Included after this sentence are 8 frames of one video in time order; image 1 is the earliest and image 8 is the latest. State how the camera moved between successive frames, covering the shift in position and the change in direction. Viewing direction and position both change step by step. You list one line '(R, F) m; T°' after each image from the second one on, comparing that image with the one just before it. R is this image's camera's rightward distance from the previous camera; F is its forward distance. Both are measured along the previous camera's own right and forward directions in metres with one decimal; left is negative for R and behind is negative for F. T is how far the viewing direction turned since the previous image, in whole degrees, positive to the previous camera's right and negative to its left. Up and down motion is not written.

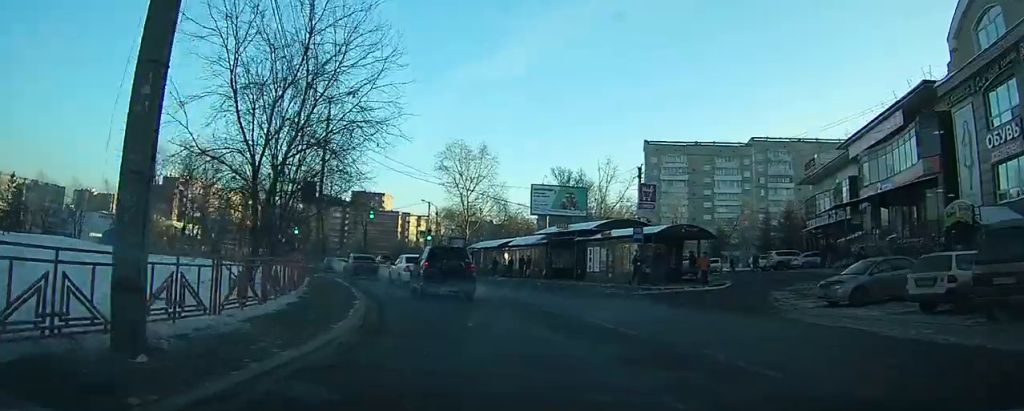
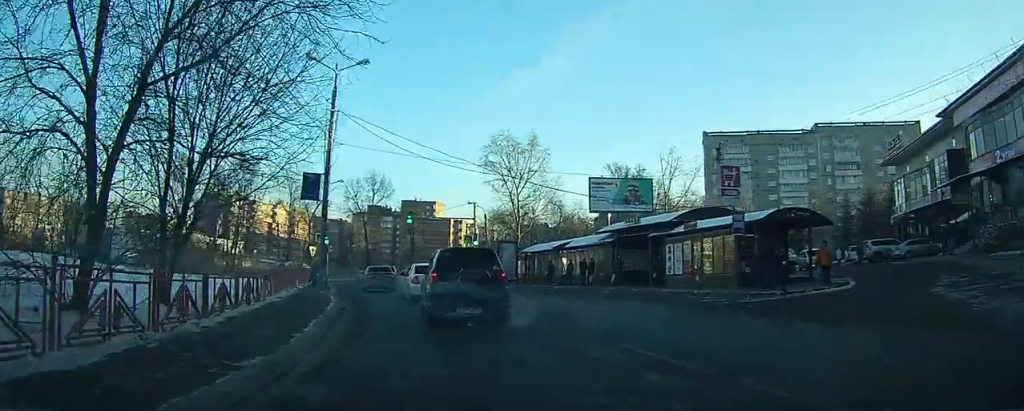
(-3.6, +9.2) m; -18°
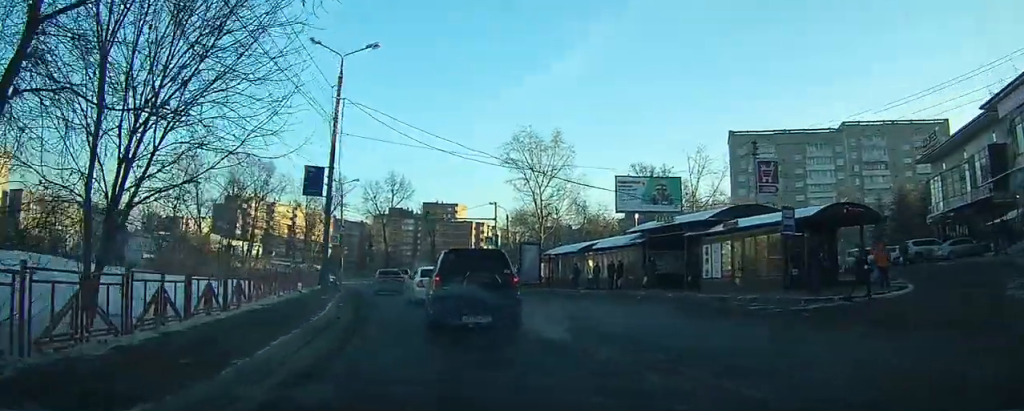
(+0.1, +3.5) m; +2°
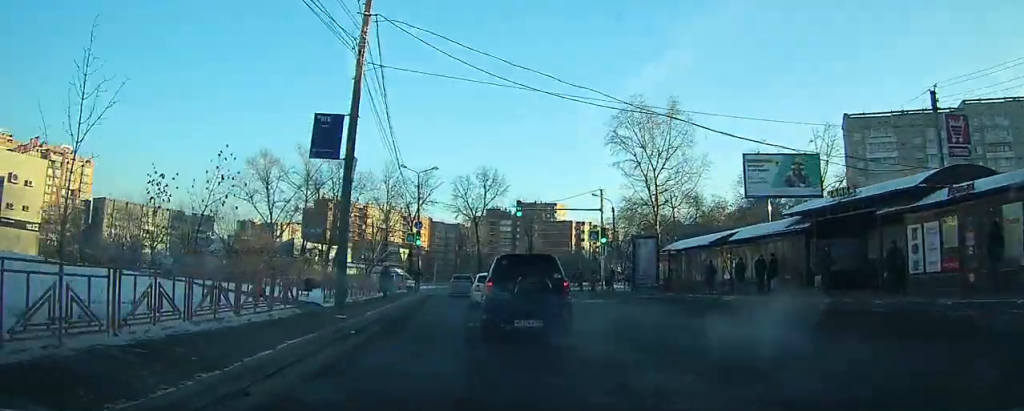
(-0.5, +10.8) m; -8°
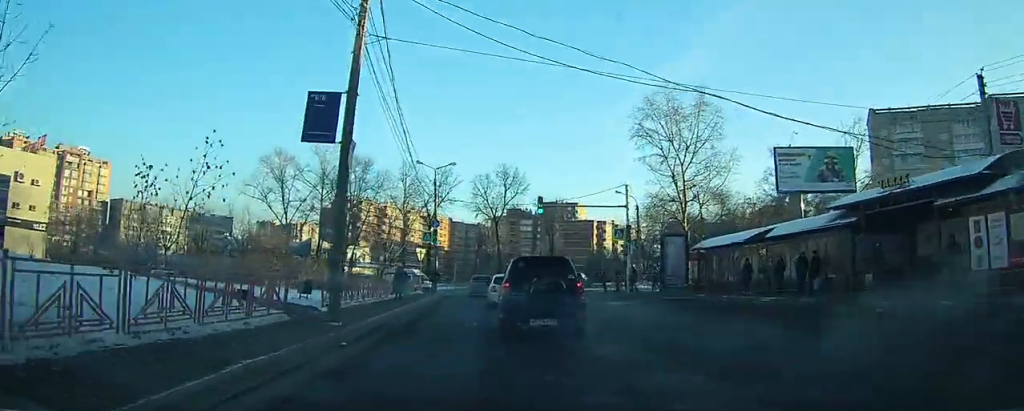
(0.0, +2.0) m; -1°
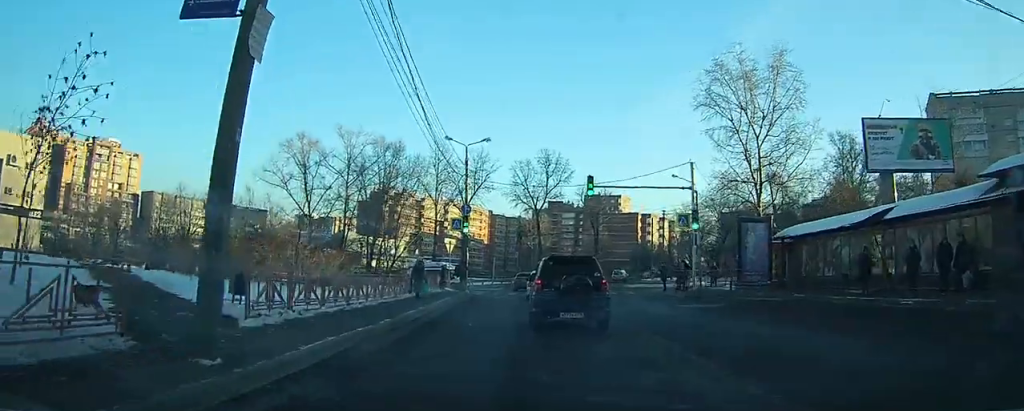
(-0.1, +6.3) m; -3°
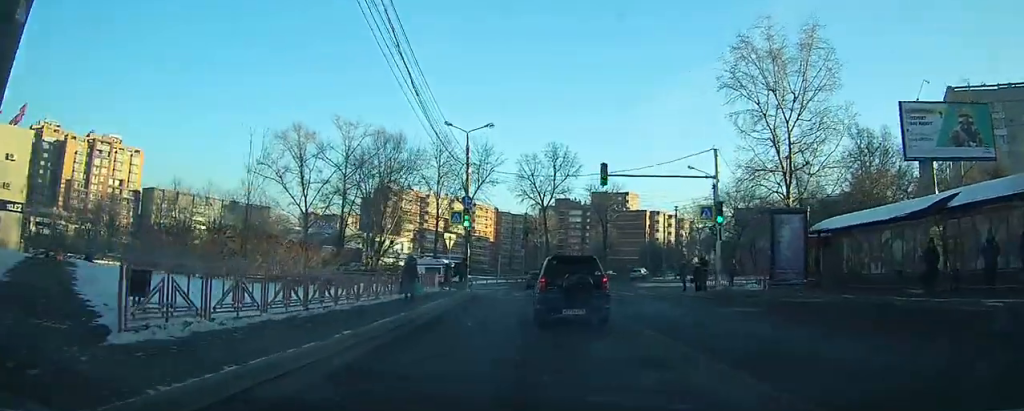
(-0.1, +3.3) m; -1°
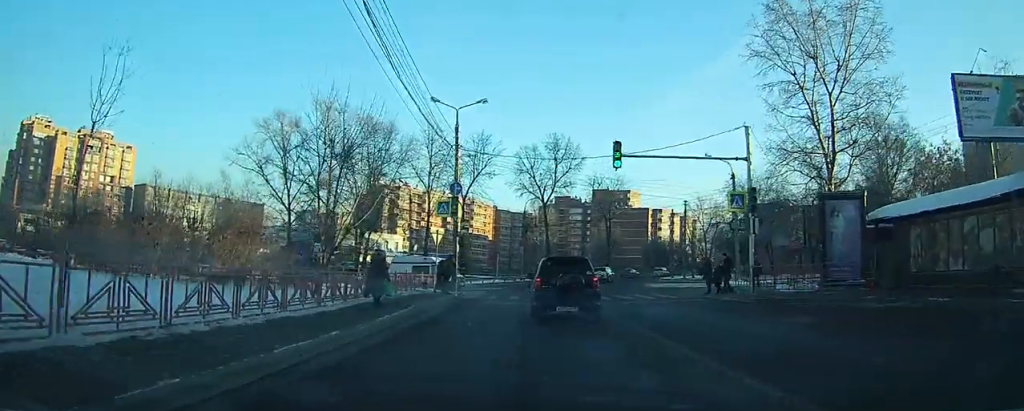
(-0.1, +4.7) m; -1°
